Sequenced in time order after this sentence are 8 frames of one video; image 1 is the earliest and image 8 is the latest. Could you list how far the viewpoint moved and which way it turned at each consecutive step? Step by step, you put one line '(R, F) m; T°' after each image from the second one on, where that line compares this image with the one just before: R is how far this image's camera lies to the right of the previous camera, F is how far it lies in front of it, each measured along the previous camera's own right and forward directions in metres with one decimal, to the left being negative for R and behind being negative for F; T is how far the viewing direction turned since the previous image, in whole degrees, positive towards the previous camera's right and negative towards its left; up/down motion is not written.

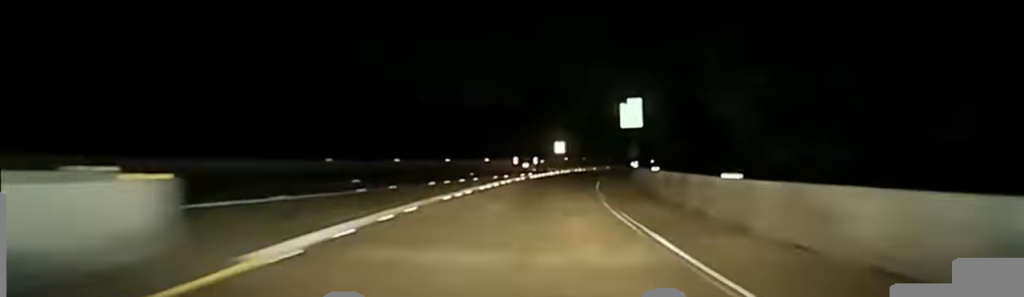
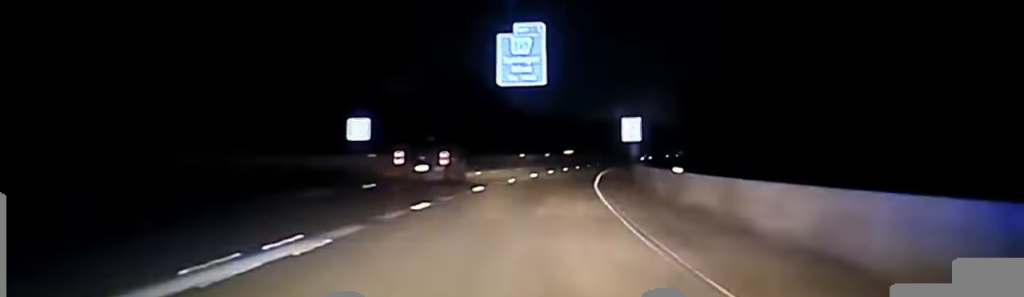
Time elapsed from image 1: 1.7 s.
(+8.1, +88.9) m; +12°
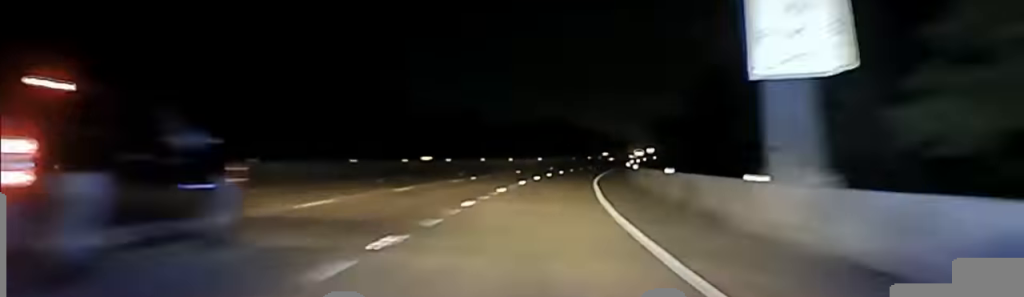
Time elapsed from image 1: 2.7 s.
(+3.1, +57.1) m; +4°
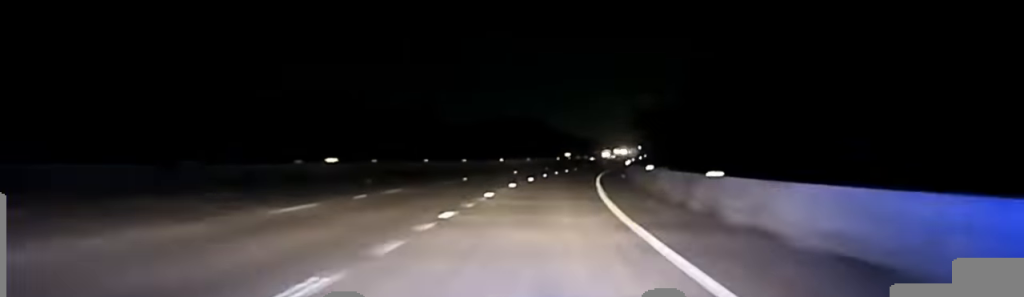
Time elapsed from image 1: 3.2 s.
(+0.3, +27.3) m; +1°
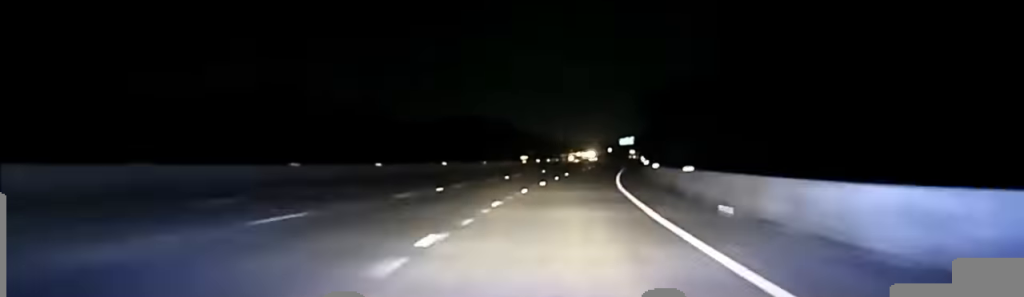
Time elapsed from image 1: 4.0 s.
(+0.6, +38.3) m; +2°
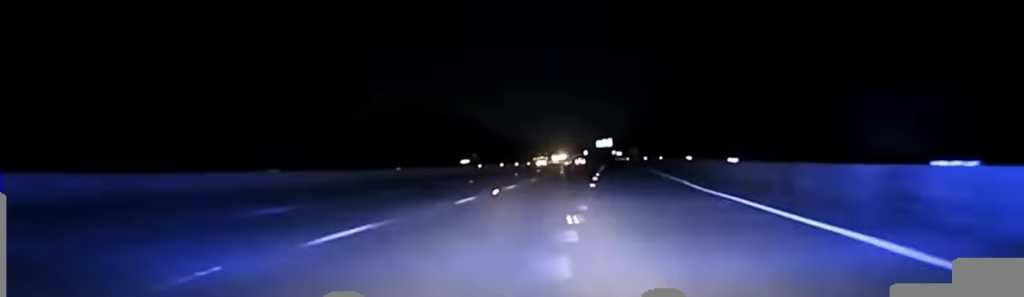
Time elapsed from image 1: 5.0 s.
(+1.1, +44.9) m; +2°
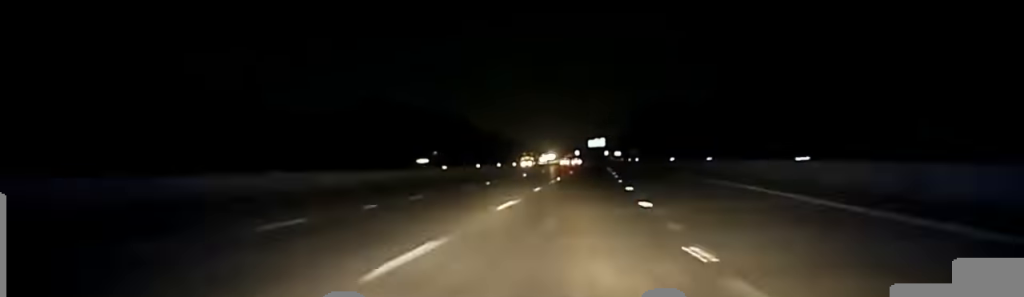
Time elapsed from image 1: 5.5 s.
(+0.2, +22.5) m; 0°
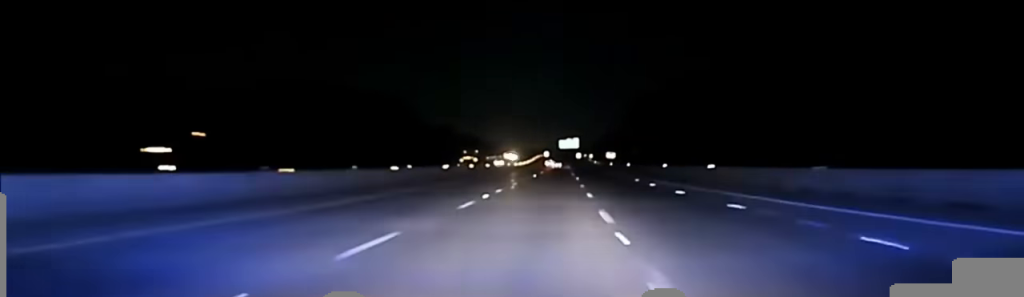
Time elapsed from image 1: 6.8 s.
(+0.4, +60.1) m; +2°
